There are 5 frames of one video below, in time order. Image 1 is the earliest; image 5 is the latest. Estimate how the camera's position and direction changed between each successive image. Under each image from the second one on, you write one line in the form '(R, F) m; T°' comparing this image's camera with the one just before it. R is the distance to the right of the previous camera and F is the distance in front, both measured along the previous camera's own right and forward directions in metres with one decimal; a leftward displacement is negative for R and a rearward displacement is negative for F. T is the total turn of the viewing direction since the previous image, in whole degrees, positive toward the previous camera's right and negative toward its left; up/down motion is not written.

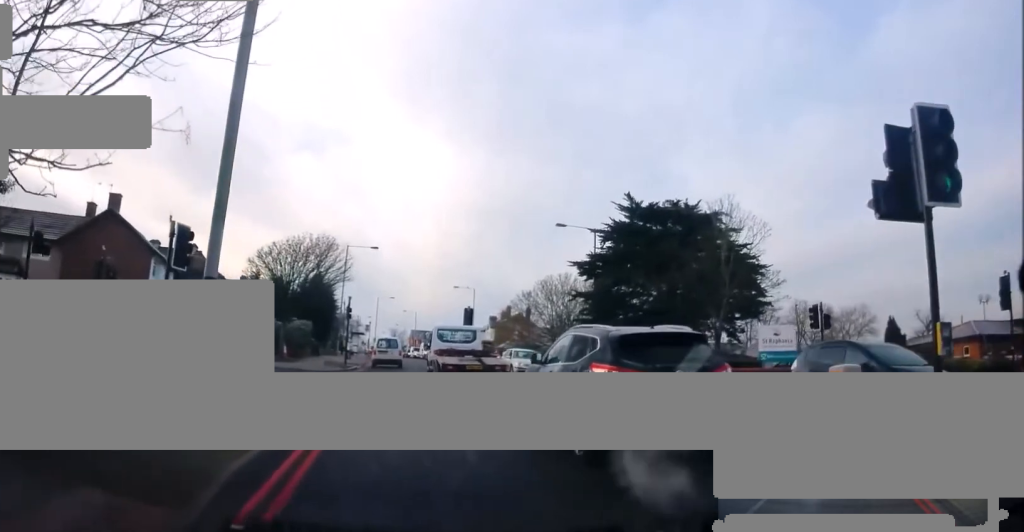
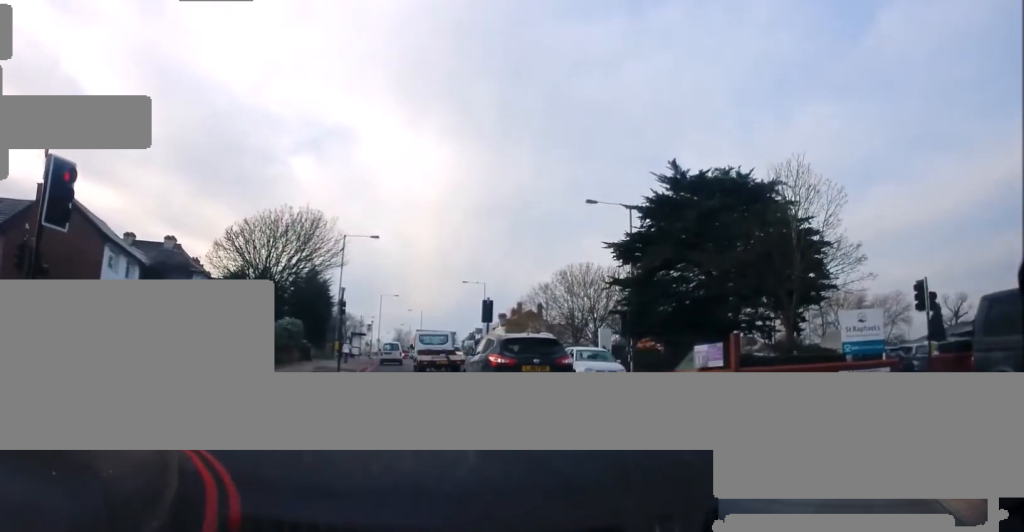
(+0.4, +7.0) m; +1°
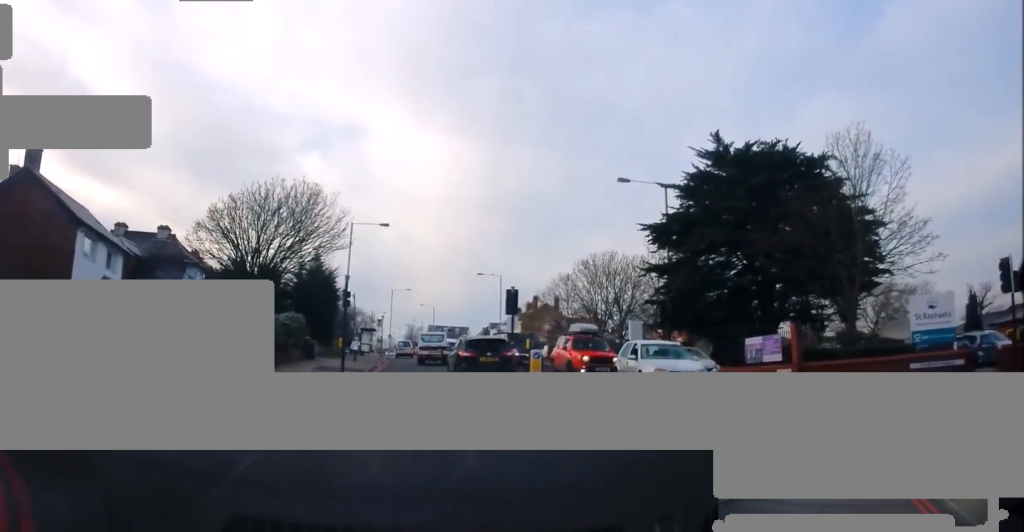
(-0.3, +4.1) m; -13°
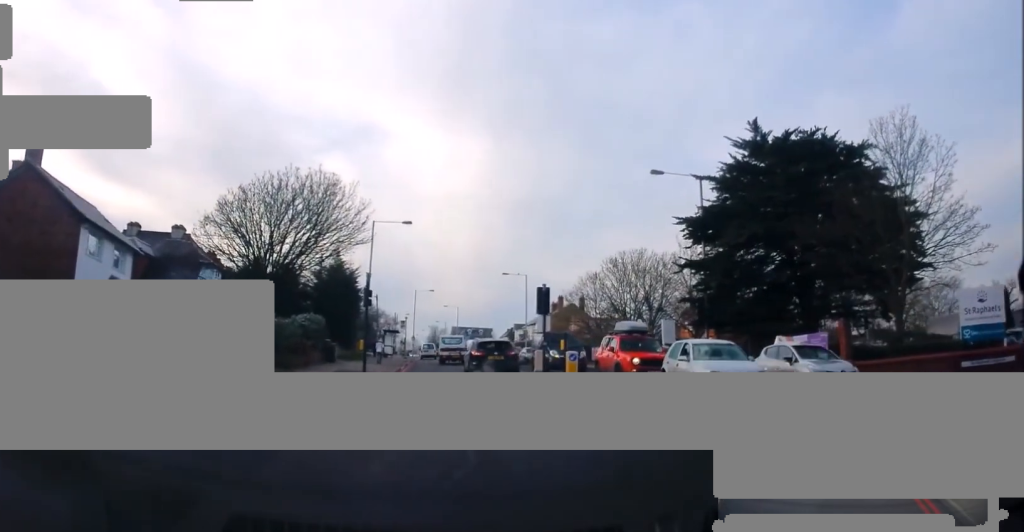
(-0.2, +1.8) m; -7°
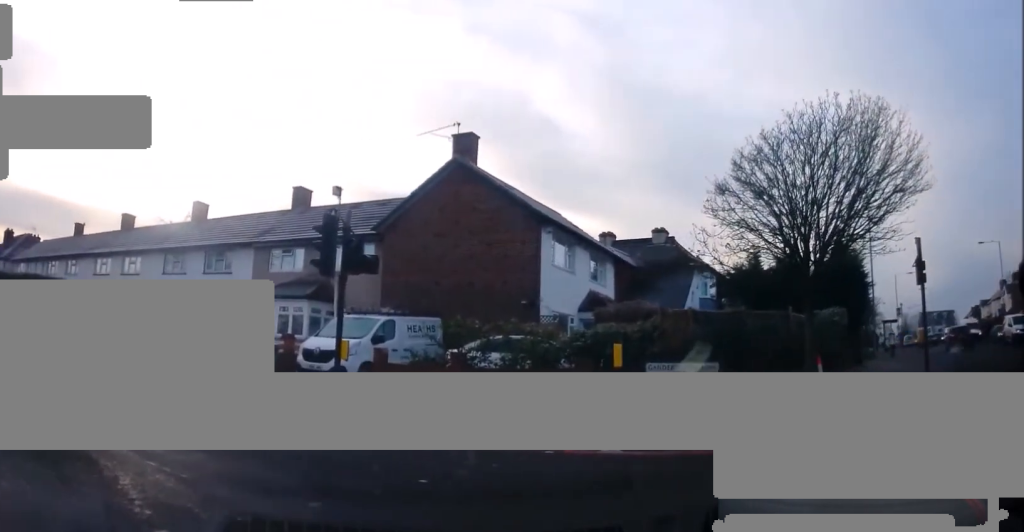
(-2.2, +6.3) m; -39°
